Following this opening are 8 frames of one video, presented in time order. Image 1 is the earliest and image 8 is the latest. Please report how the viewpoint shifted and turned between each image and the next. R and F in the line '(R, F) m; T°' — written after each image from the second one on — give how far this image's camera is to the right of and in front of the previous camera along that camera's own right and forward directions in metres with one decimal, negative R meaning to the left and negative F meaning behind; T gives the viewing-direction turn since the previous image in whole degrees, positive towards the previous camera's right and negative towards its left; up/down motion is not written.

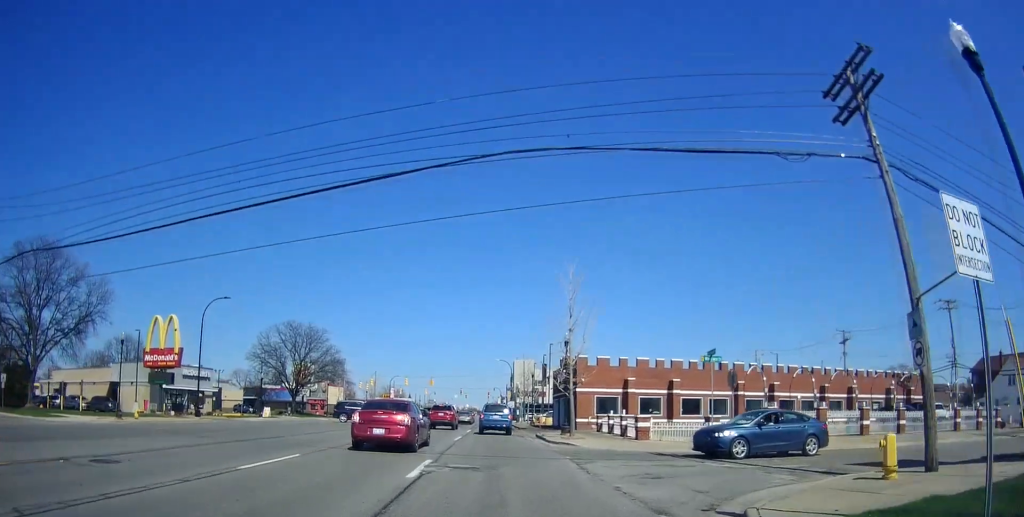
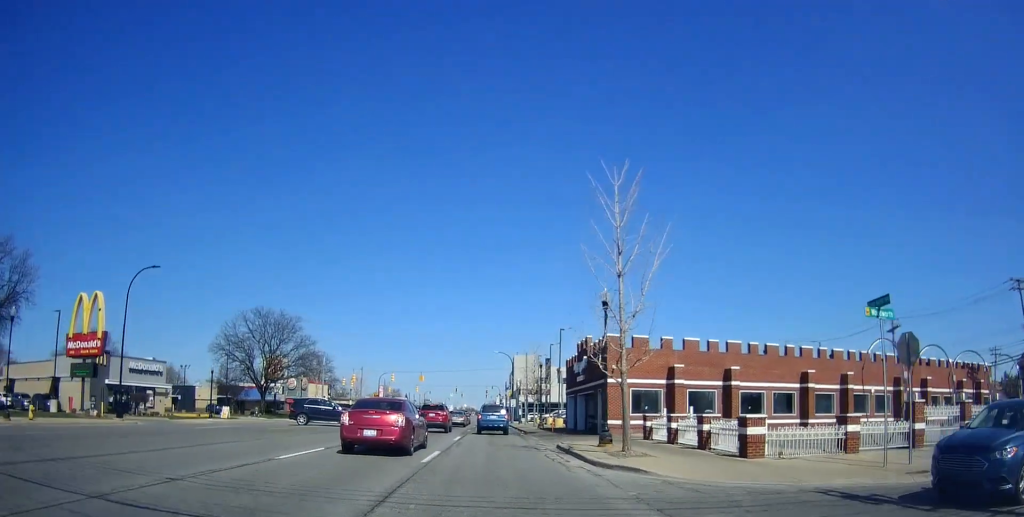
(+0.3, +10.7) m; +4°
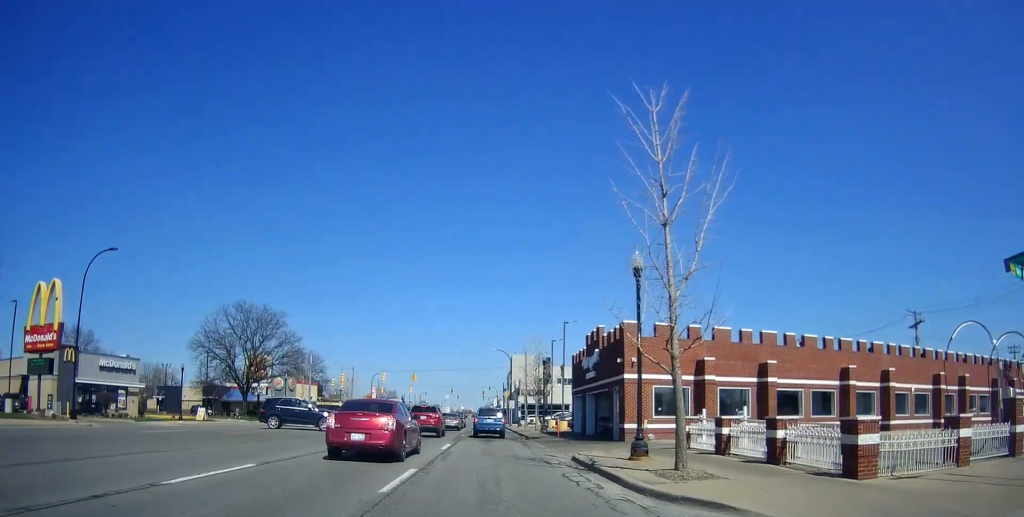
(+0.2, +4.7) m; +1°
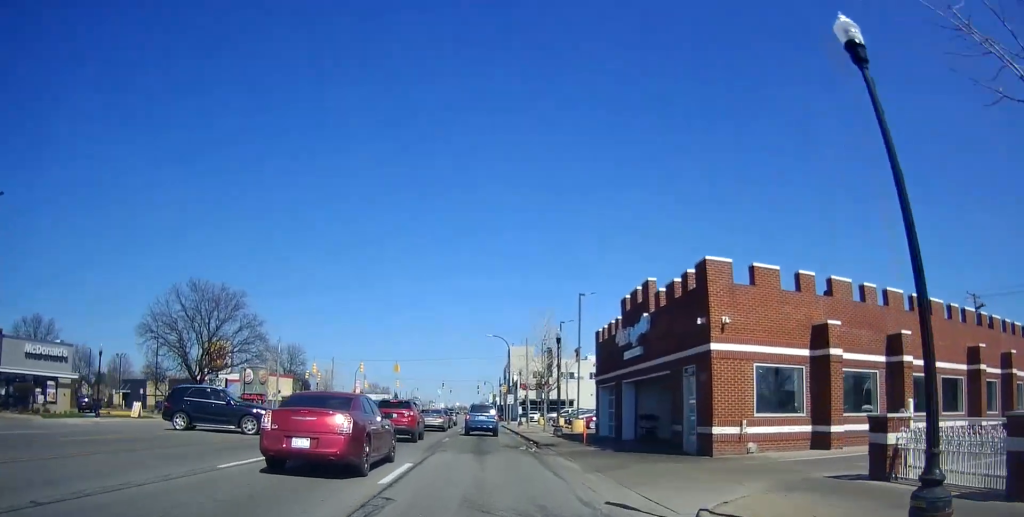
(0.0, +10.5) m; -1°
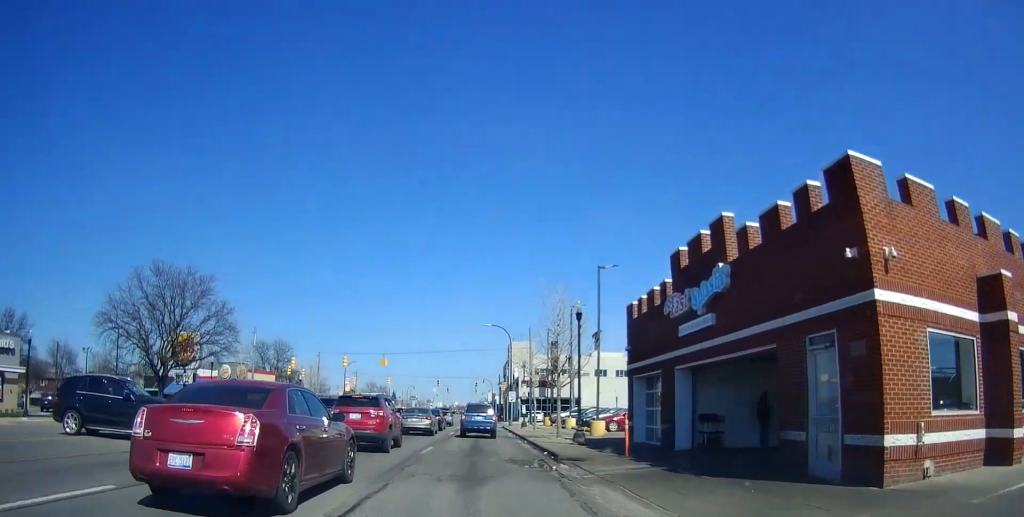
(-0.1, +7.2) m; -1°
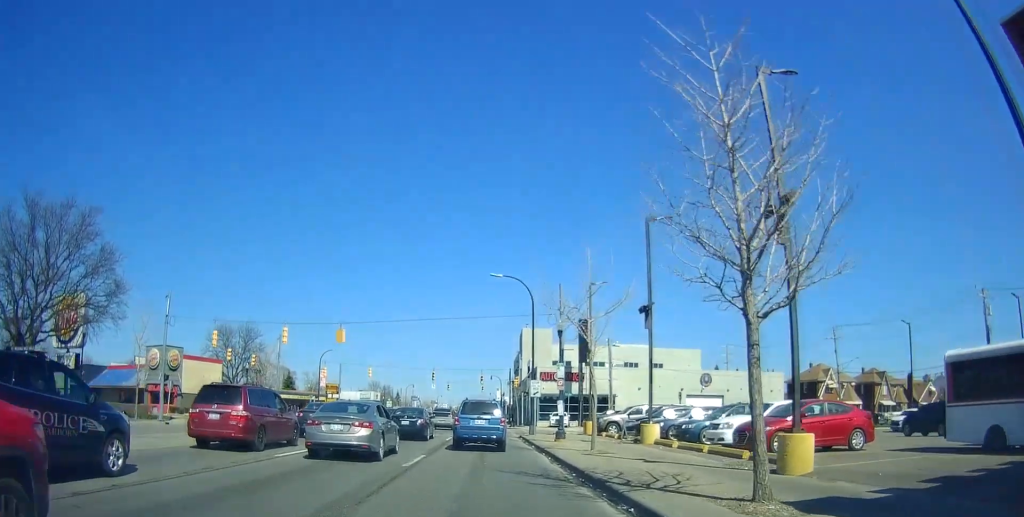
(+0.2, +20.0) m; 0°
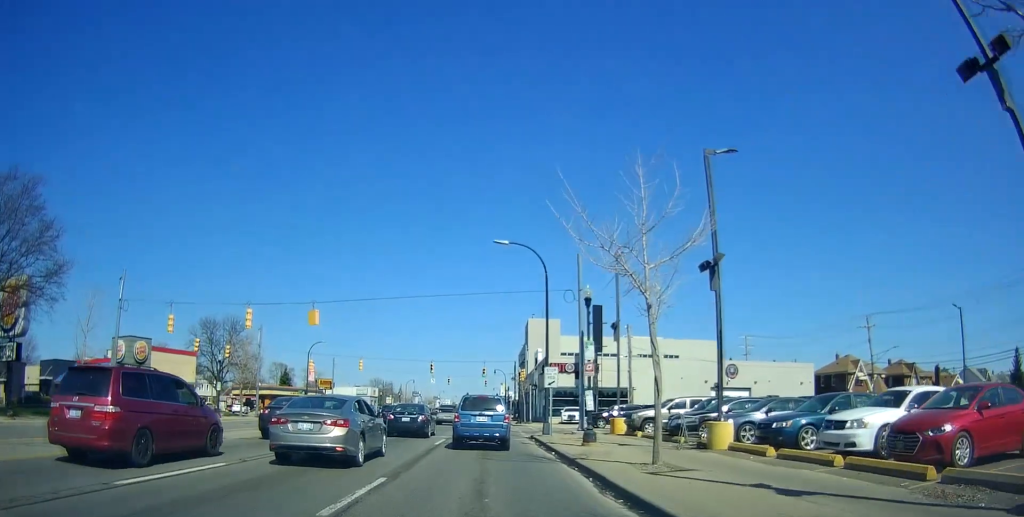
(-0.2, +8.2) m; 0°
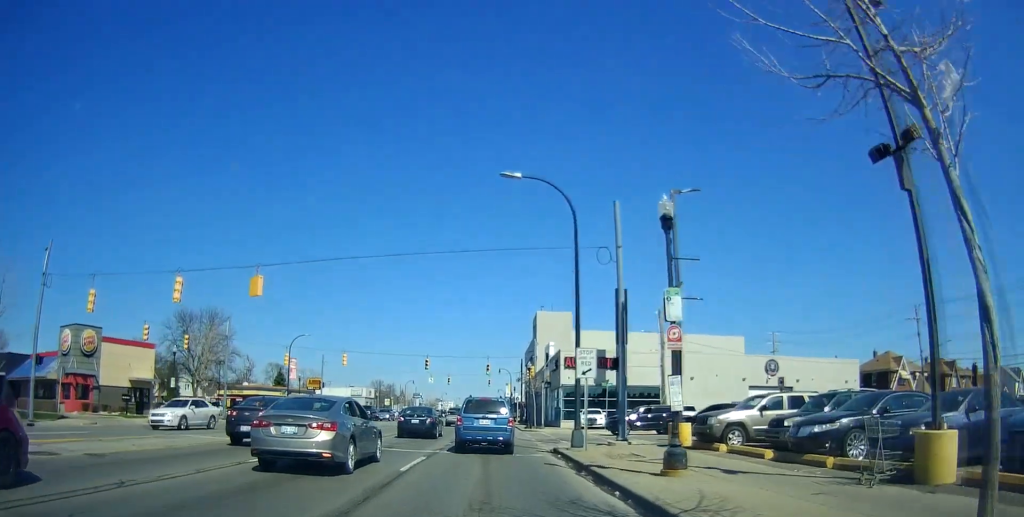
(+0.2, +8.5) m; +1°
